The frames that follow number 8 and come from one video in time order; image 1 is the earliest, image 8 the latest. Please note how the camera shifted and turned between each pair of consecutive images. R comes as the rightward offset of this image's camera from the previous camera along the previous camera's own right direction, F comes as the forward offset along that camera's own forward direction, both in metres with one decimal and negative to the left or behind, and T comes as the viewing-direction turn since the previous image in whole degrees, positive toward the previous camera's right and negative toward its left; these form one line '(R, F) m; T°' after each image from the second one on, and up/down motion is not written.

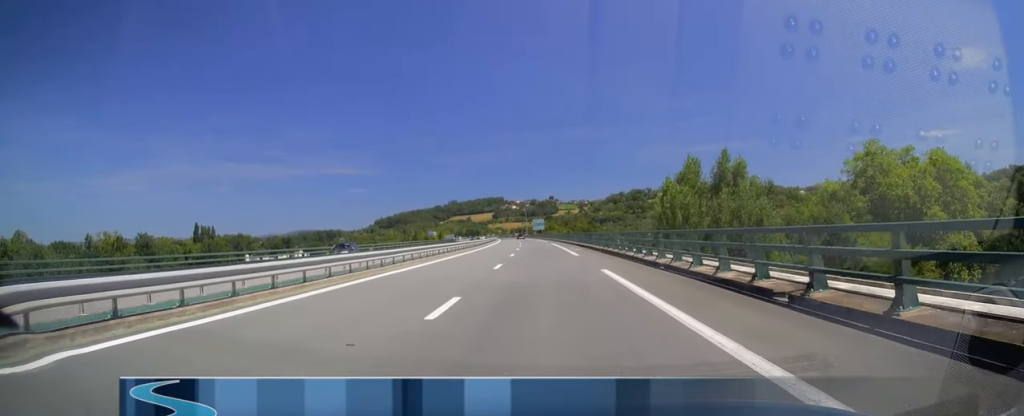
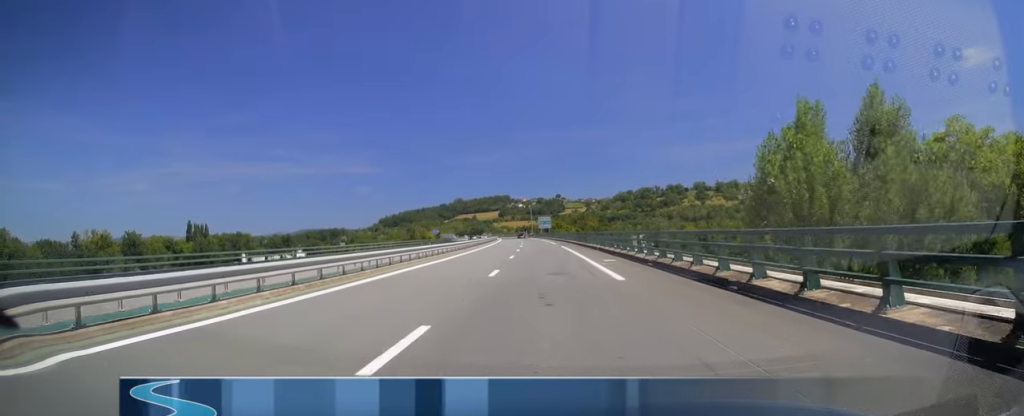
(0.0, +16.9) m; 0°
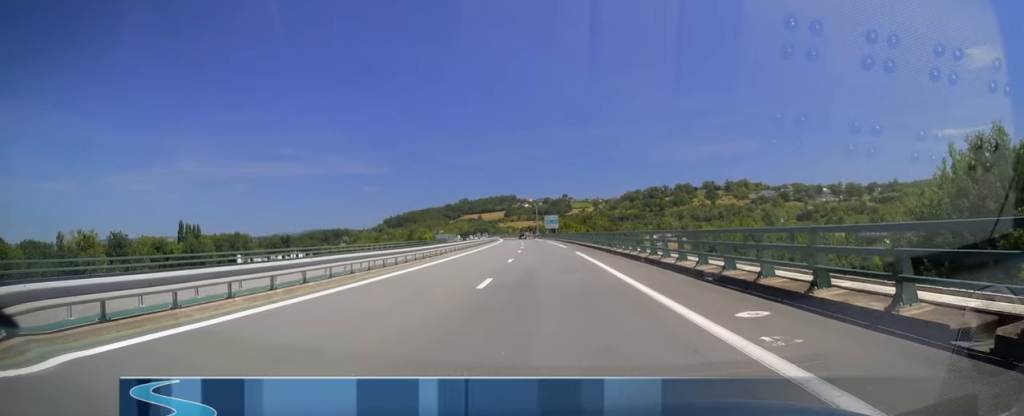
(0.0, +17.5) m; 0°
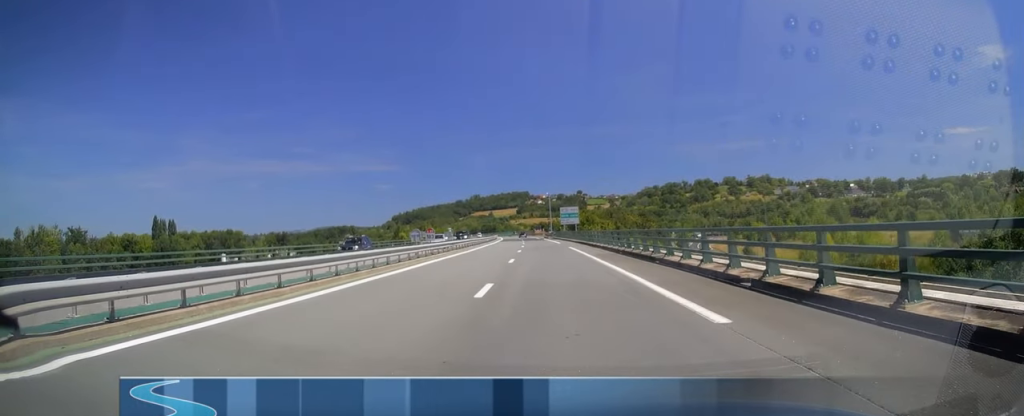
(0.0, +42.2) m; 0°
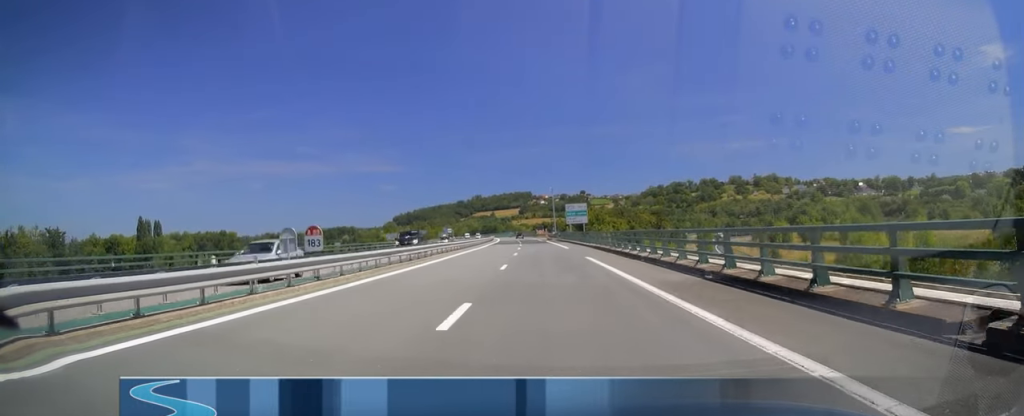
(0.0, +17.5) m; -1°
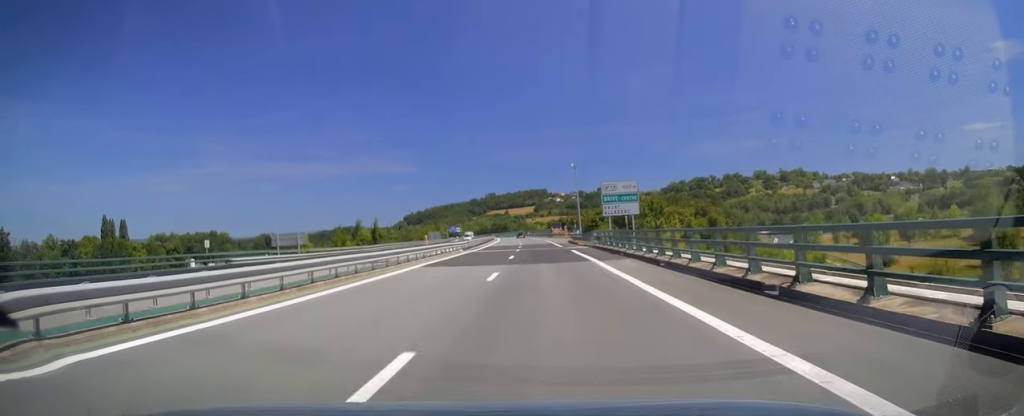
(-1.1, +44.7) m; -4°
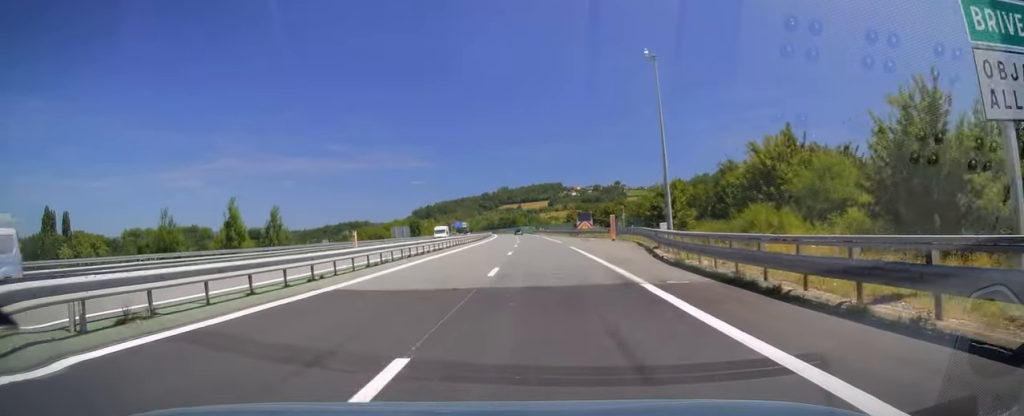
(-1.6, +53.2) m; -2°
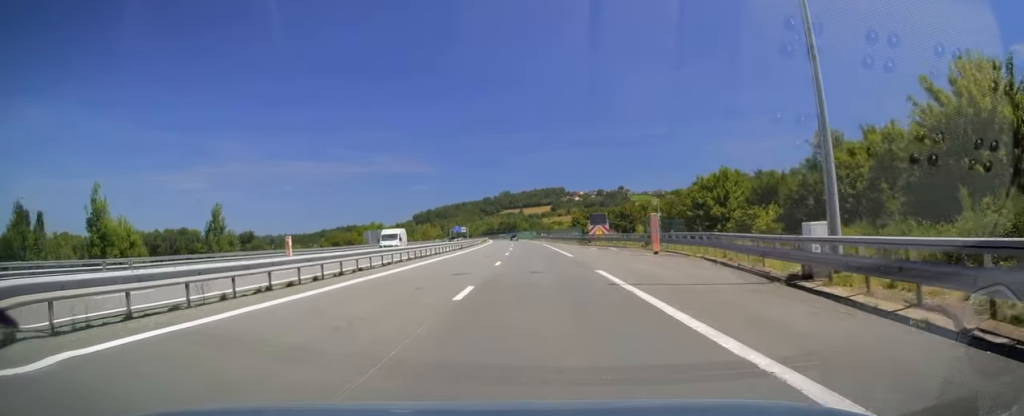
(-0.1, +18.5) m; 0°
